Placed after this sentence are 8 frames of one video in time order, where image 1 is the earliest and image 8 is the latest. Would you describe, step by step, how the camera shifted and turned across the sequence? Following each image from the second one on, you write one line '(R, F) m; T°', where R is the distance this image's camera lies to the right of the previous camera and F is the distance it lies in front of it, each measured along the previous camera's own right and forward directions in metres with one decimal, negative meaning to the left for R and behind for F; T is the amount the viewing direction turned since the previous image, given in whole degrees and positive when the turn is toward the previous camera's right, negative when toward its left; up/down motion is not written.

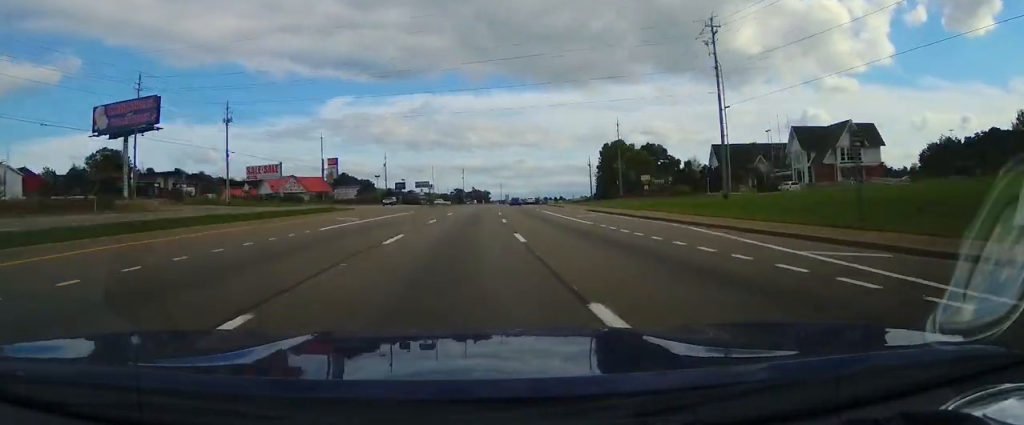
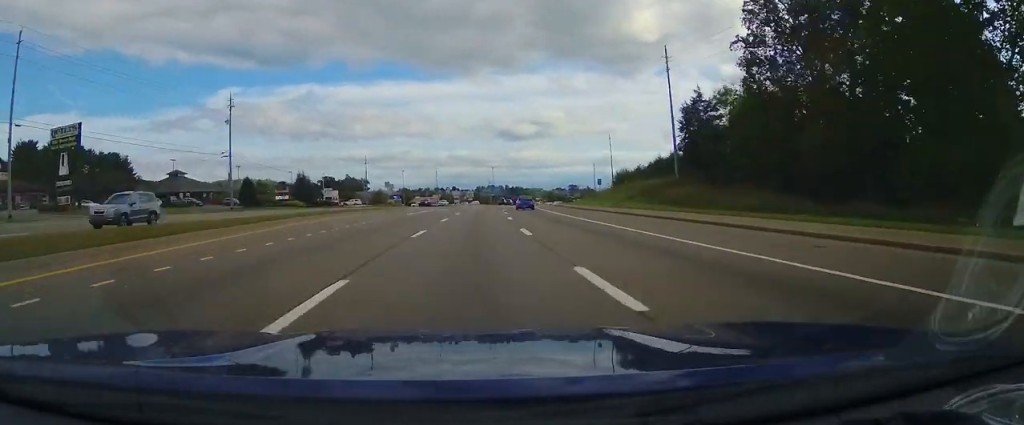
(+14.4, +162.3) m; +10°
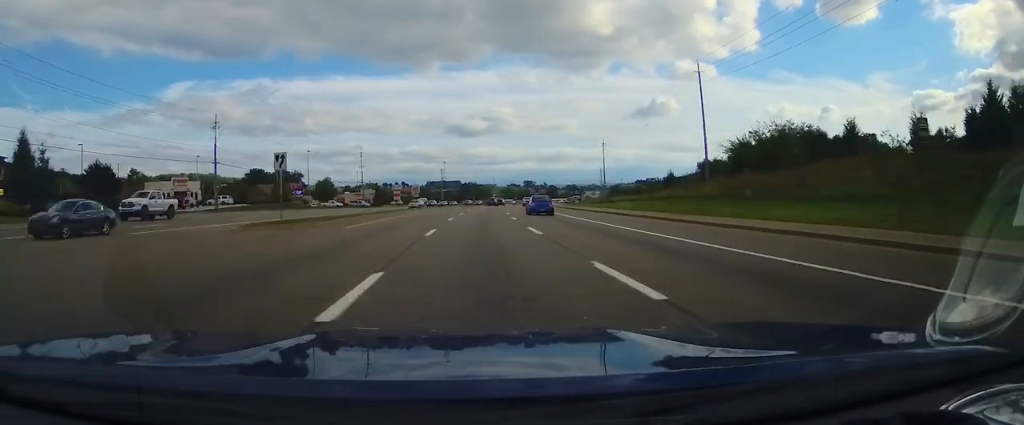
(+2.1, +71.0) m; +5°
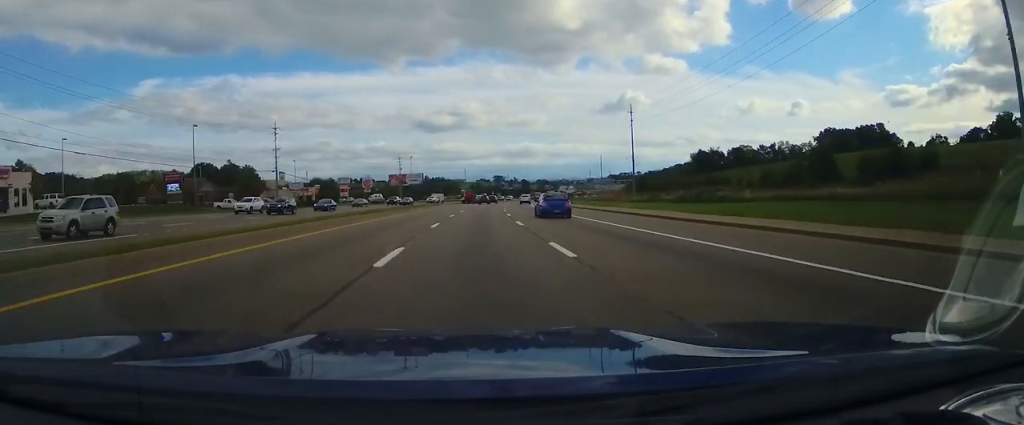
(+2.3, +44.9) m; +4°
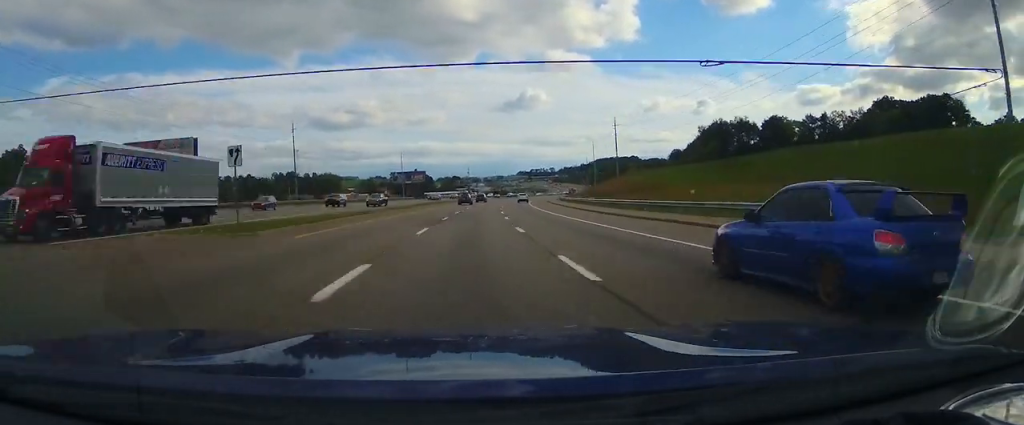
(+14.5, +154.2) m; +10°
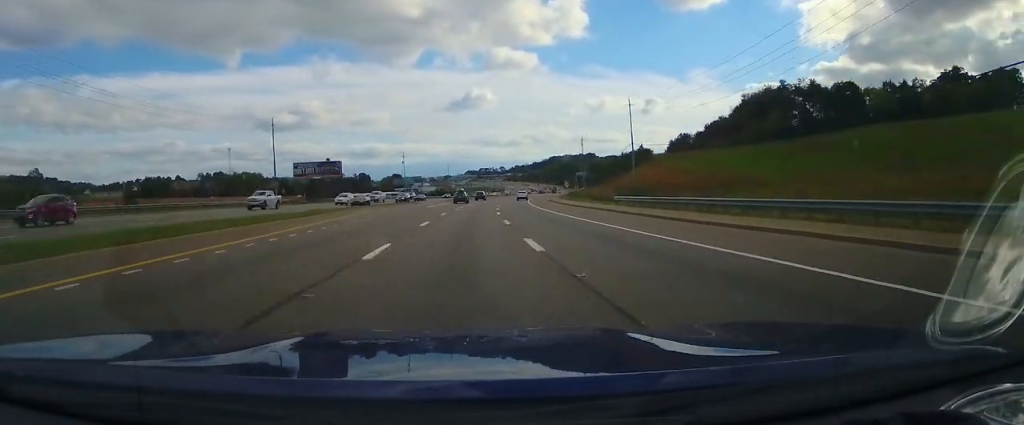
(+2.6, +81.1) m; +5°
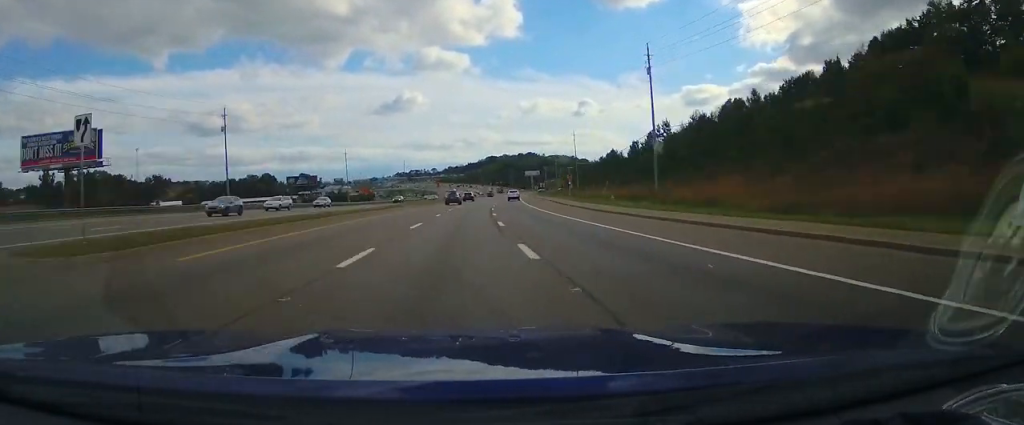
(+6.2, +94.1) m; +6°
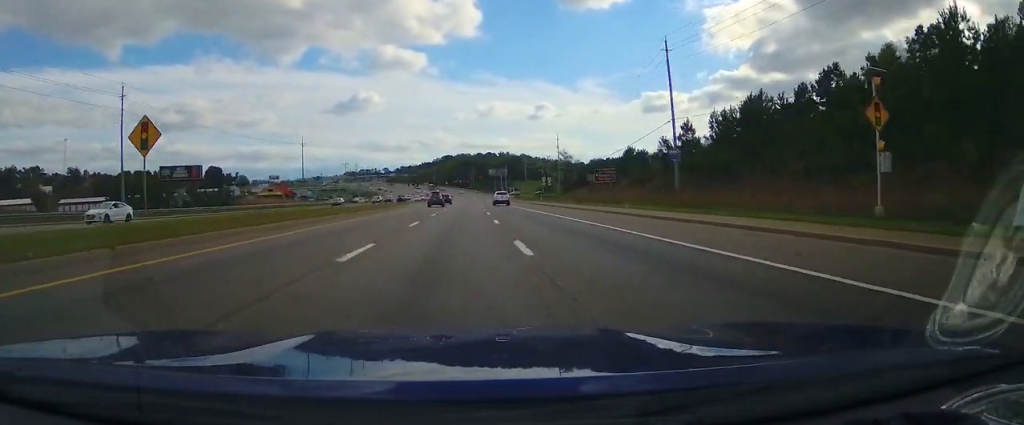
(+2.6, +75.1) m; +2°
